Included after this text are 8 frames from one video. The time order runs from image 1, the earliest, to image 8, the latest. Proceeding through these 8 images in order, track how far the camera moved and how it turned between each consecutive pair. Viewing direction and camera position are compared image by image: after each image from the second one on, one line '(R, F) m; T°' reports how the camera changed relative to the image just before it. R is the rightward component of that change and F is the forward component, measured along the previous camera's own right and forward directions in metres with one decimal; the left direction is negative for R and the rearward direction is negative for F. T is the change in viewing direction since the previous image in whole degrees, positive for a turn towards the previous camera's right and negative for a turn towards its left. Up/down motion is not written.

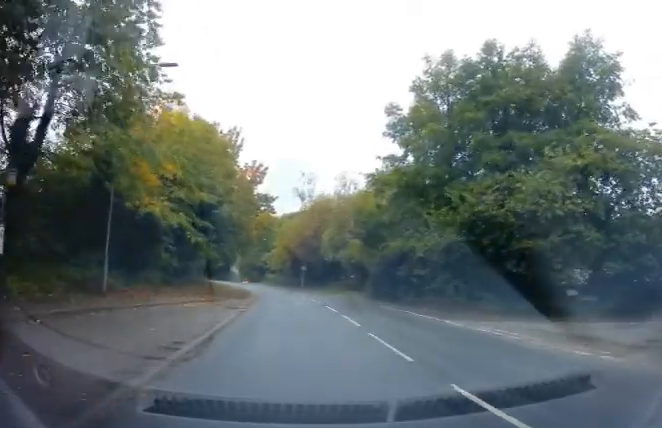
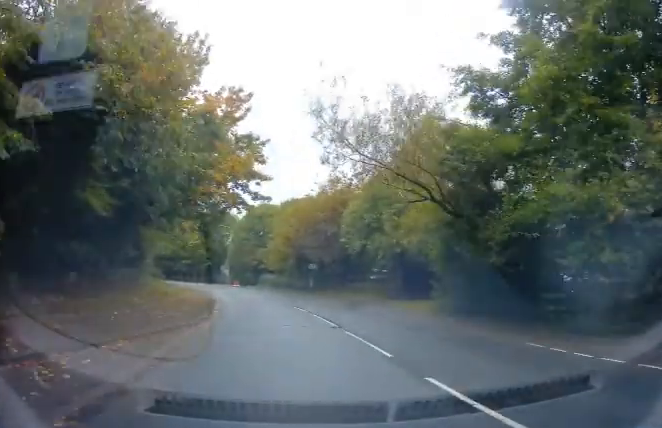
(-0.3, +18.1) m; -4°
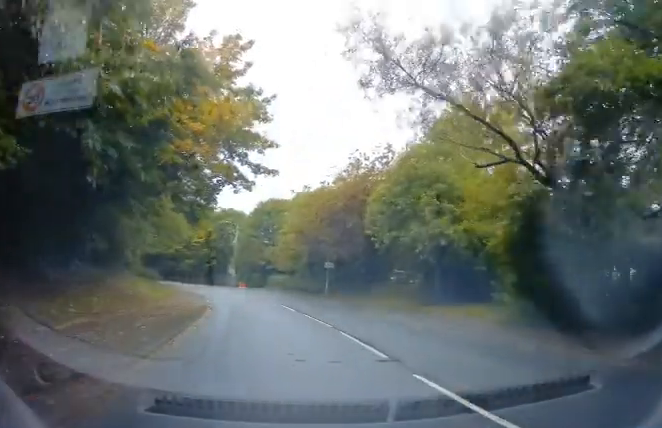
(-0.2, +6.7) m; -1°
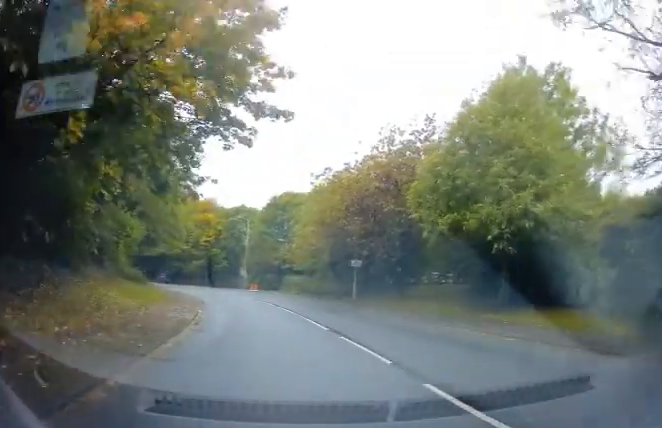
(0.0, +6.1) m; -1°
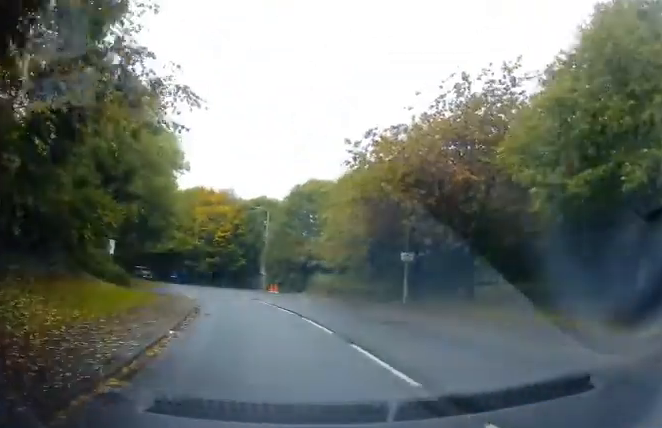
(-0.1, +7.2) m; -2°
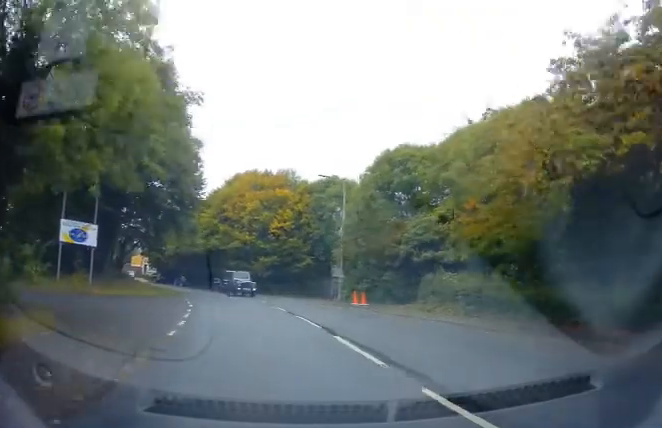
(-0.8, +15.1) m; +2°
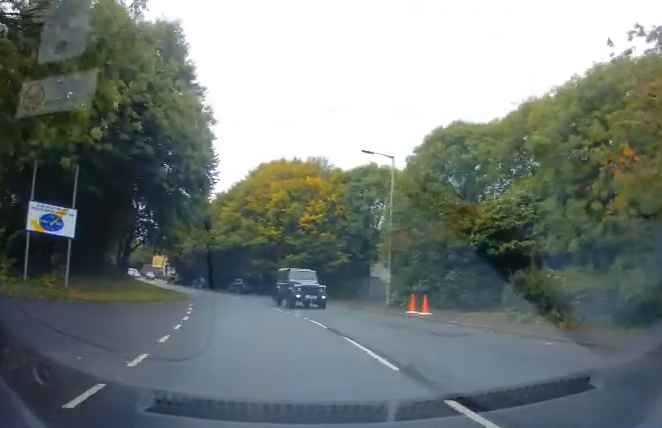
(+0.8, +5.8) m; -12°
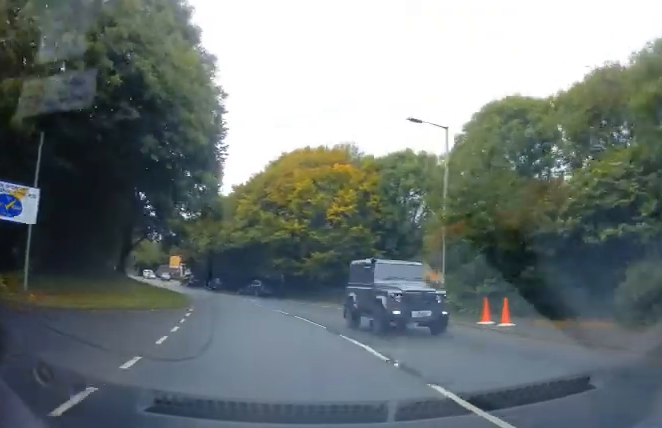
(+0.2, +4.7) m; -10°
